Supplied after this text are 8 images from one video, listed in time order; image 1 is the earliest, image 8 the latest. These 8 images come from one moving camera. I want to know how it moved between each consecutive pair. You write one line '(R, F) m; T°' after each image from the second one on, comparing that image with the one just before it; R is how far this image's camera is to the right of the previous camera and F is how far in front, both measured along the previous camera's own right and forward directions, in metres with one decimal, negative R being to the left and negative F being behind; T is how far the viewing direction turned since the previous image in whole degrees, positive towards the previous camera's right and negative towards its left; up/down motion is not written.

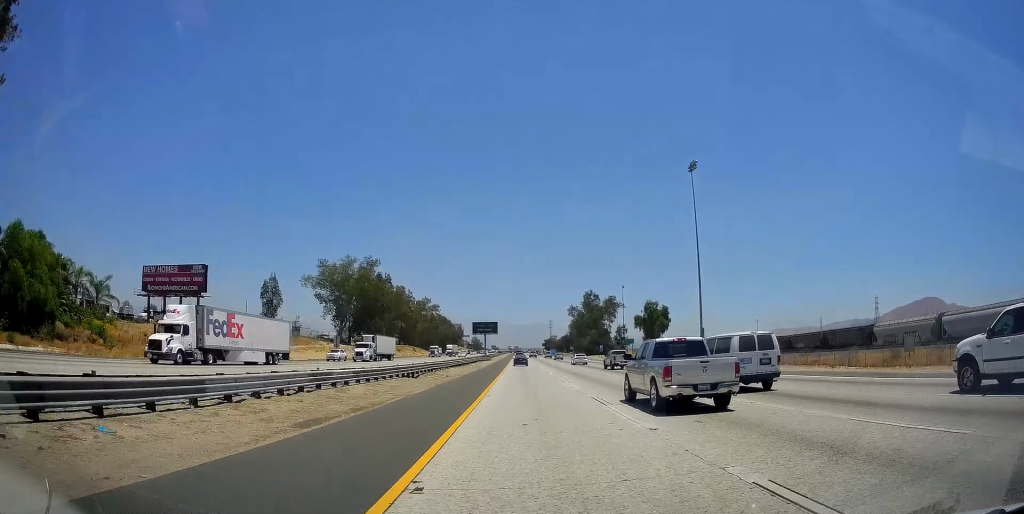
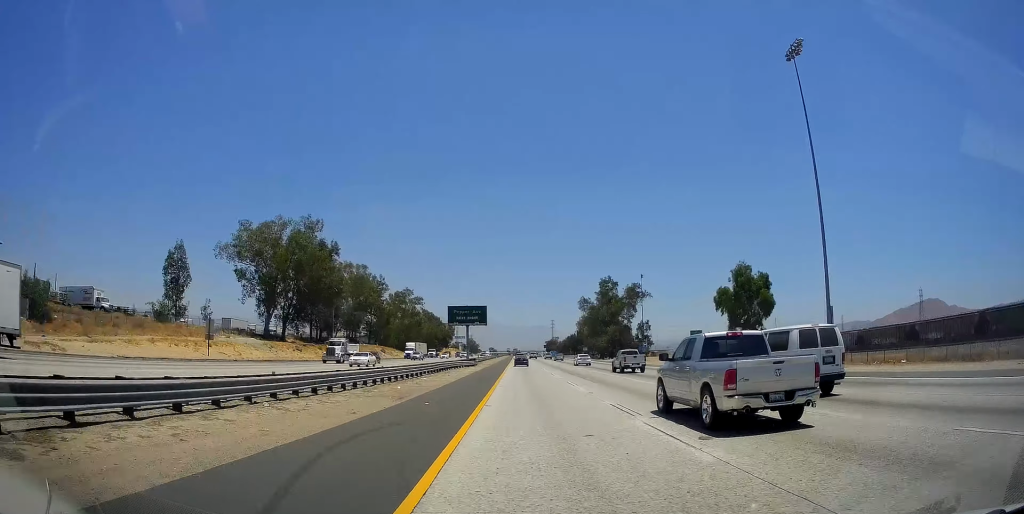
(+0.1, +47.6) m; 0°
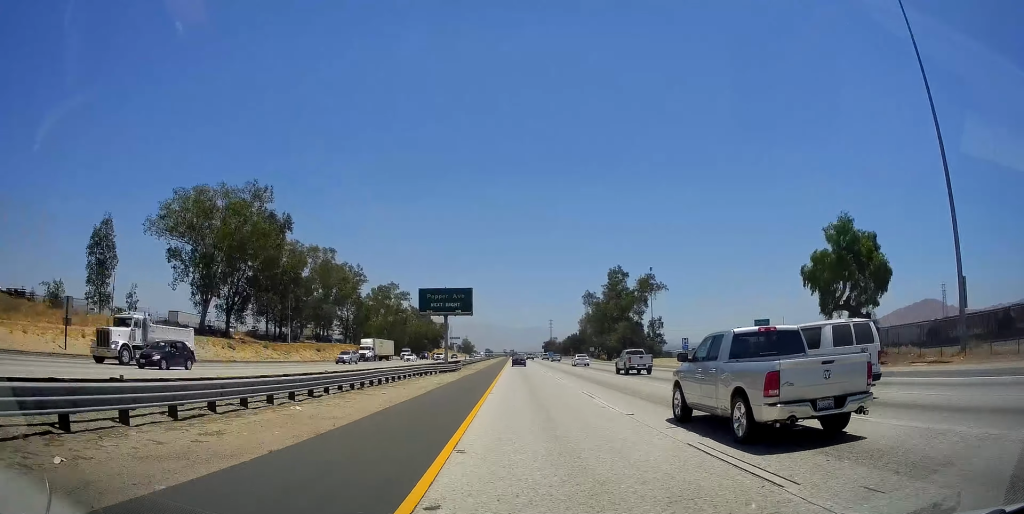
(+0.3, +22.7) m; 0°
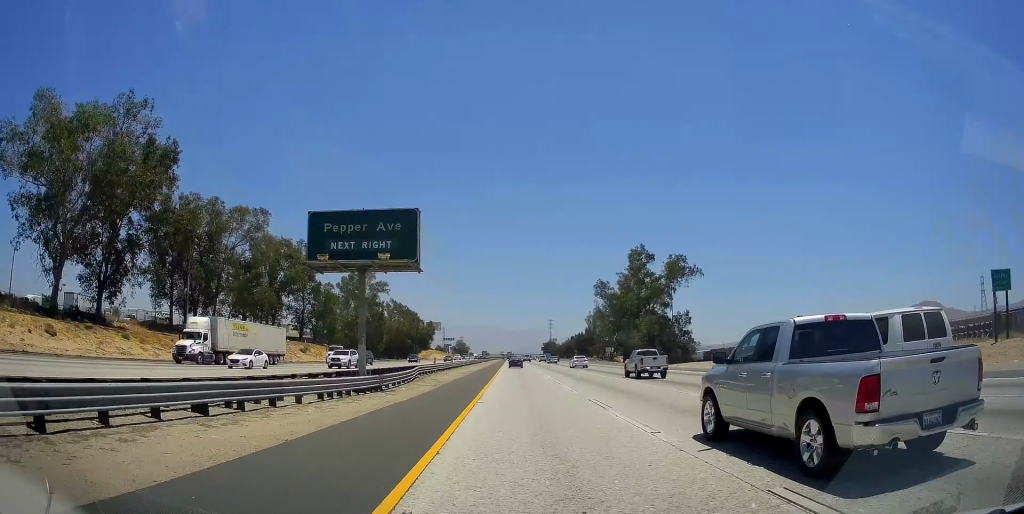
(-0.1, +32.9) m; 0°
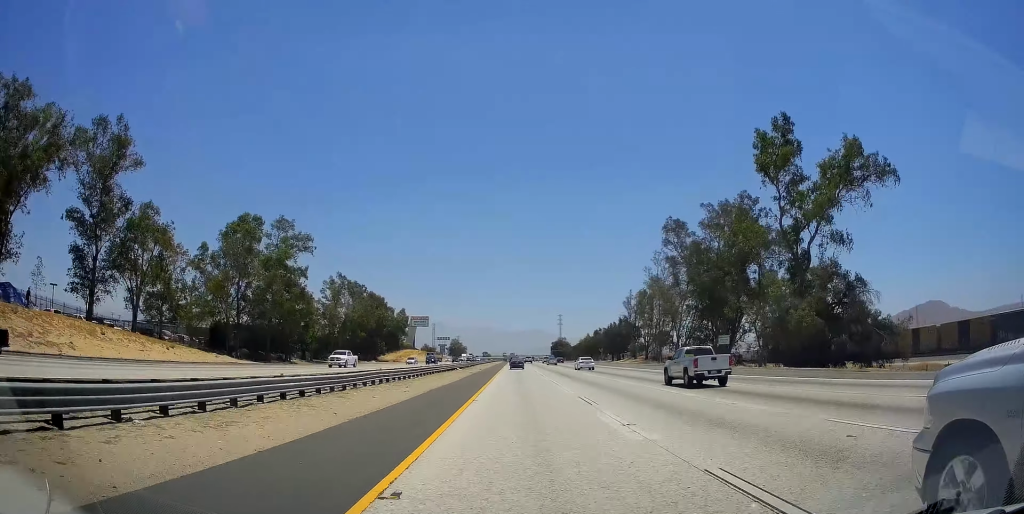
(+0.3, +70.3) m; 0°
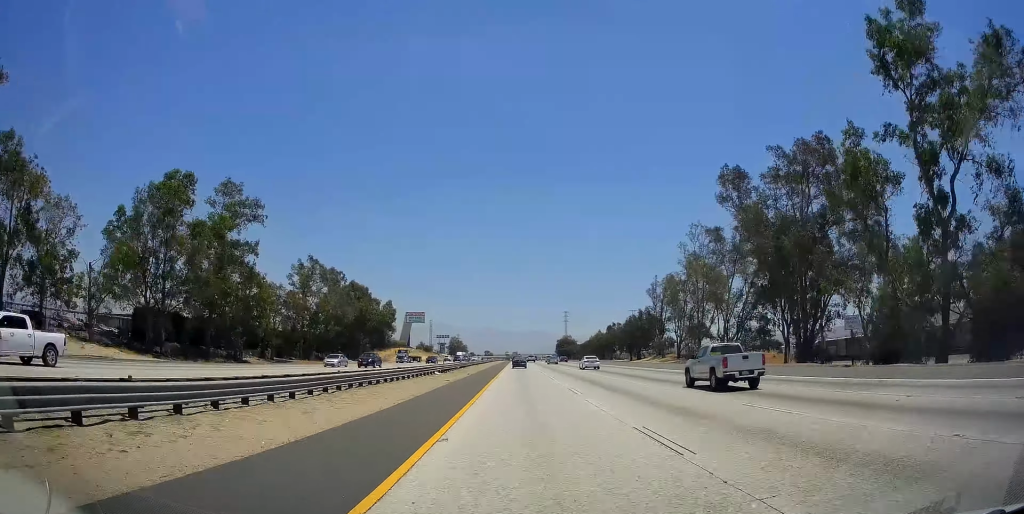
(-0.4, +24.9) m; 0°
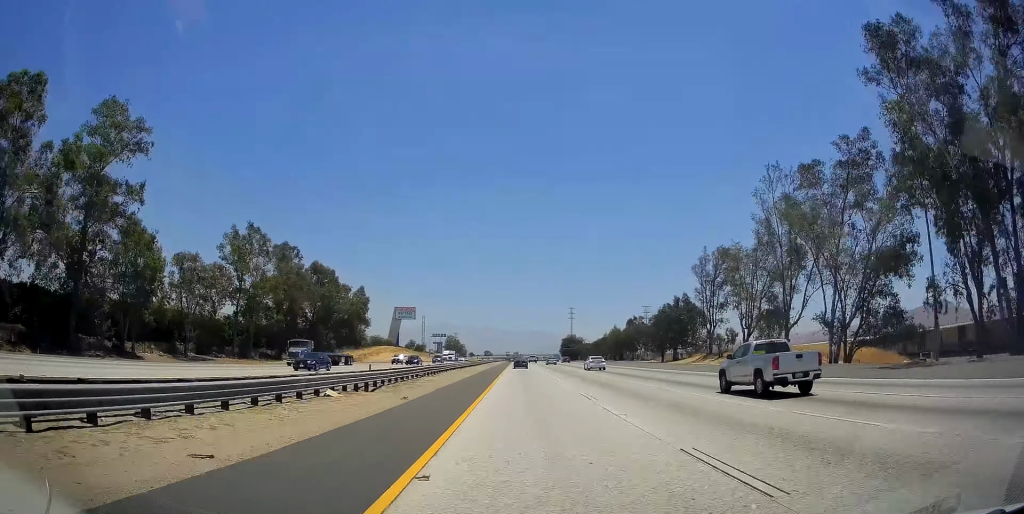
(-0.4, +31.5) m; 0°
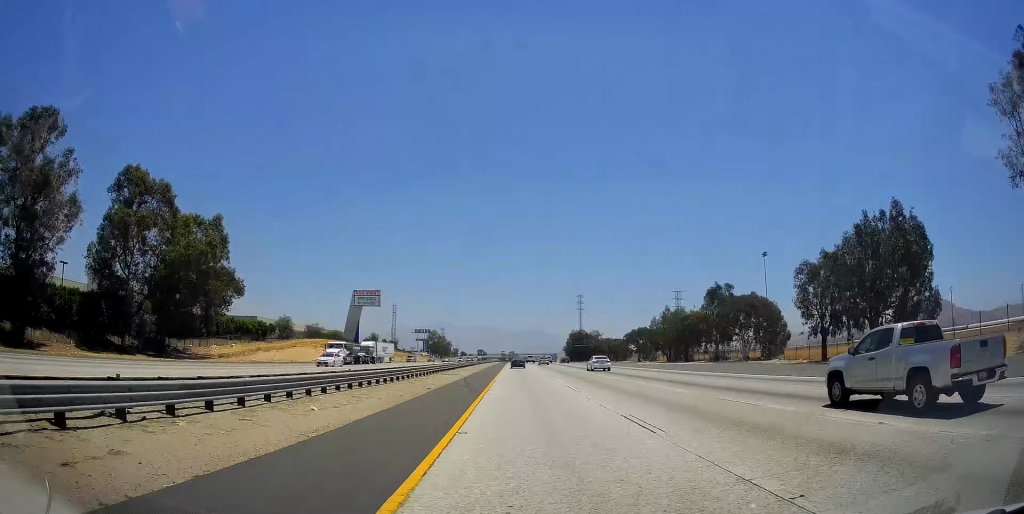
(+0.7, +67.4) m; 0°
